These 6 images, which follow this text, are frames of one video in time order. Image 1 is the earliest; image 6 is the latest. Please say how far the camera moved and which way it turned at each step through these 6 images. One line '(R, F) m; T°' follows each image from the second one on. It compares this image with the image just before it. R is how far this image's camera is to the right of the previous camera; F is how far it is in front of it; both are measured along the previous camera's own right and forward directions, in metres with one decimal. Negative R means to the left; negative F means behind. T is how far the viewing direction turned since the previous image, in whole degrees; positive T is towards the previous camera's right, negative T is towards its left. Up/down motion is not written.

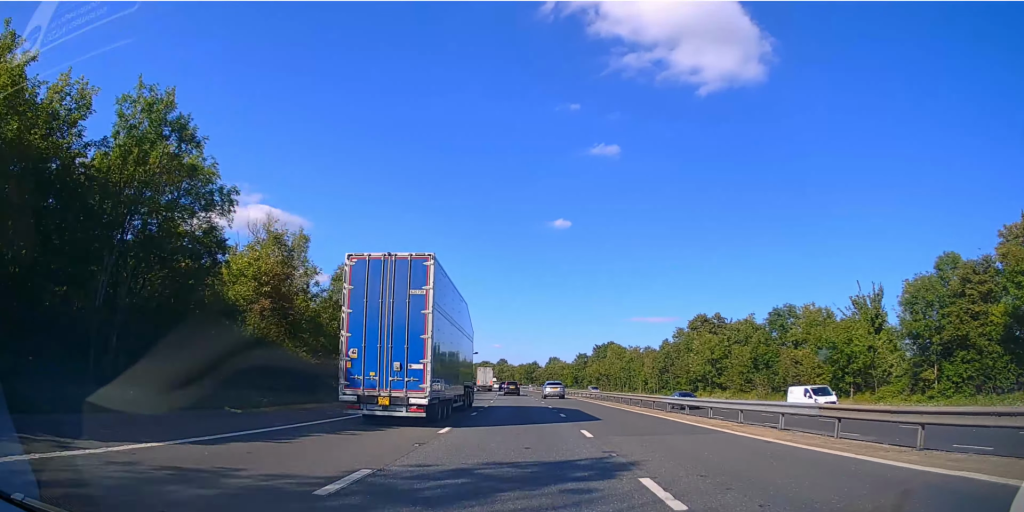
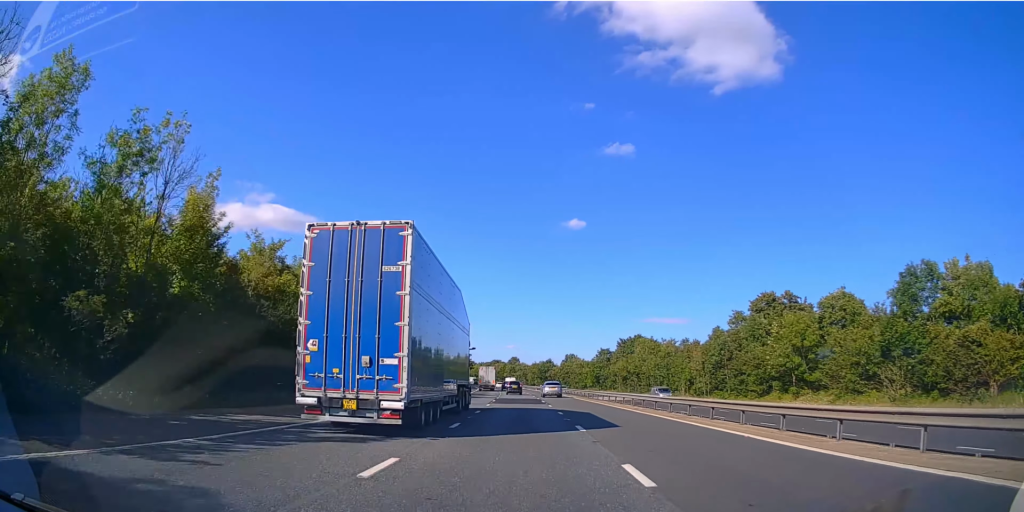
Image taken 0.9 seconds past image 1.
(-0.3, +25.0) m; -1°
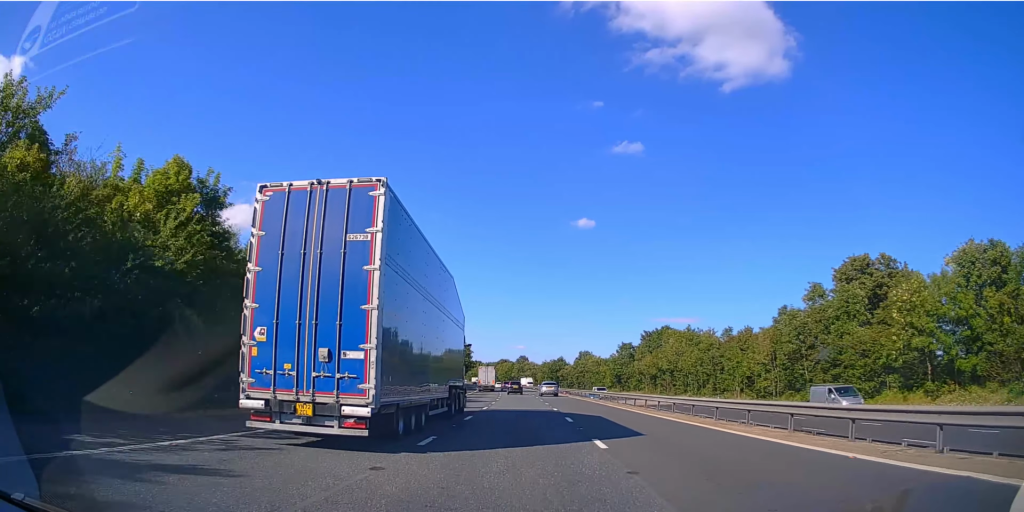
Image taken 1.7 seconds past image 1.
(-0.1, +23.3) m; -1°
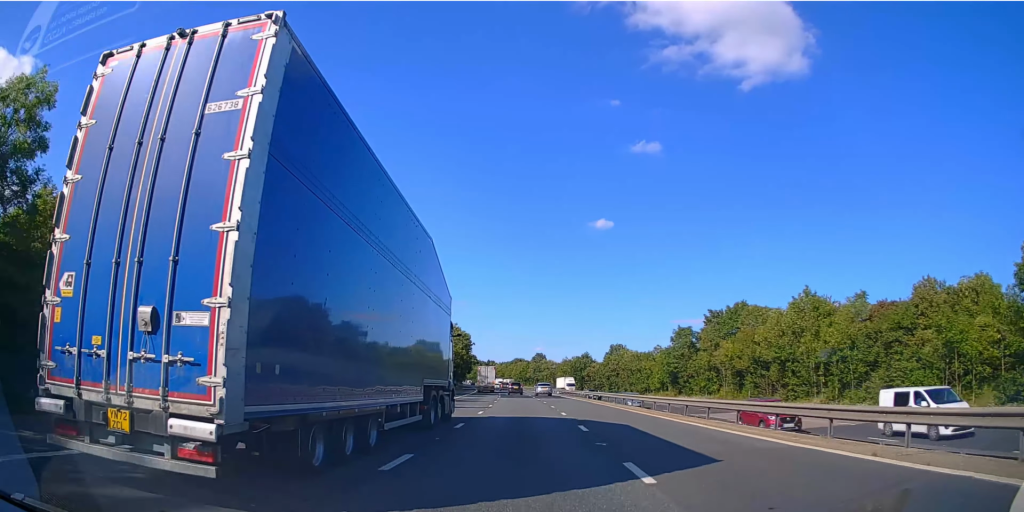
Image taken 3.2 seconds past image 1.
(-0.7, +41.9) m; -2°
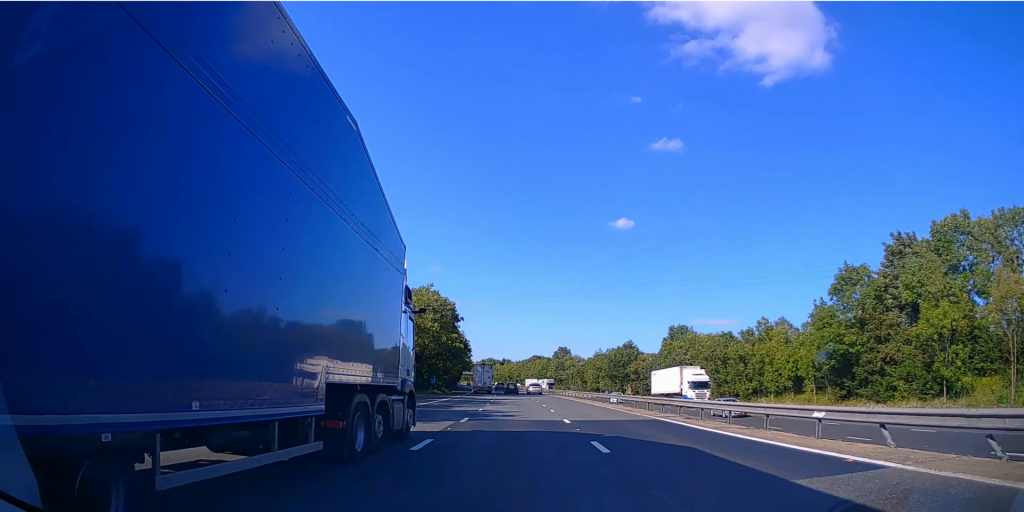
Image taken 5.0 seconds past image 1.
(-1.1, +53.5) m; -2°
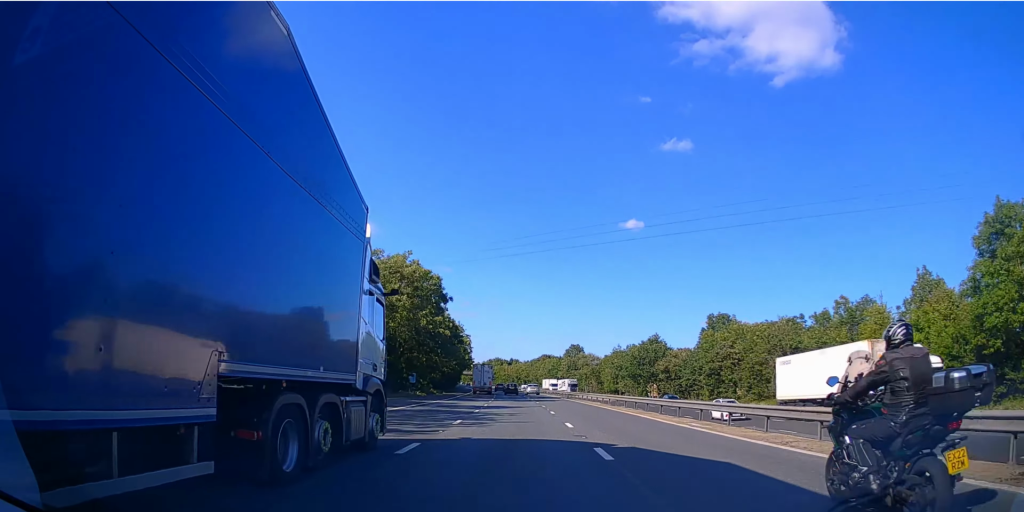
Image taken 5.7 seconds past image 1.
(-0.2, +21.7) m; -1°
